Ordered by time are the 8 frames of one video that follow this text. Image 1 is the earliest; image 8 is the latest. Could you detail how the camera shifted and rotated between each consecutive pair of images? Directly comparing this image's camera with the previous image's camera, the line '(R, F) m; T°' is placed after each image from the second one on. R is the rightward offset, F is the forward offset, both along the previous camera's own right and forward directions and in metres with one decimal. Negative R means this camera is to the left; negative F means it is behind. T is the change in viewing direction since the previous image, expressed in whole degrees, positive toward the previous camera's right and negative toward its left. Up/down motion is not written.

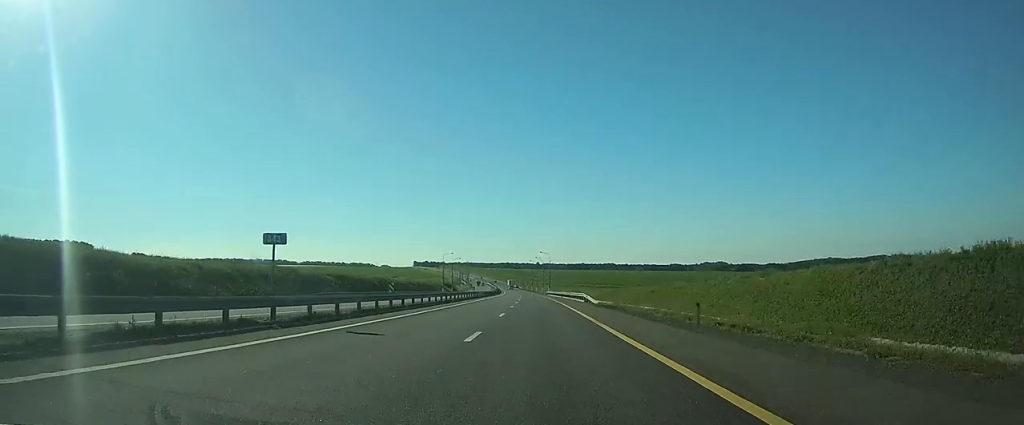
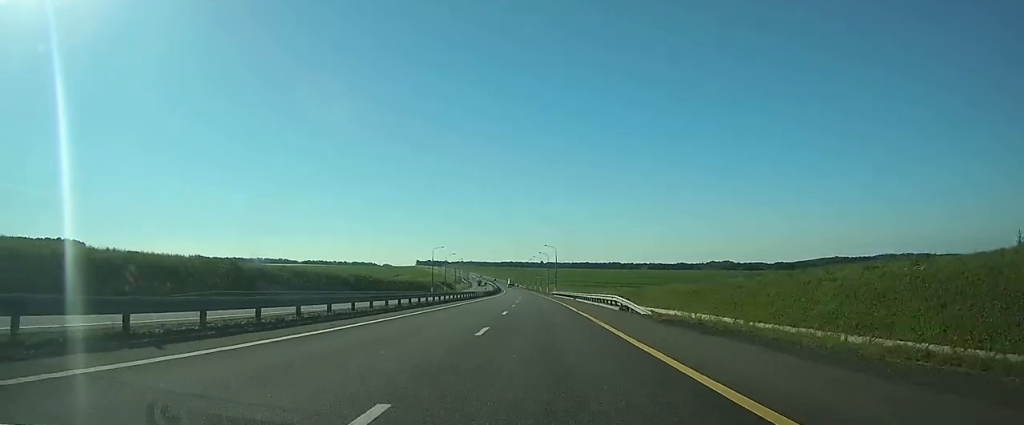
(-0.1, +22.2) m; 0°
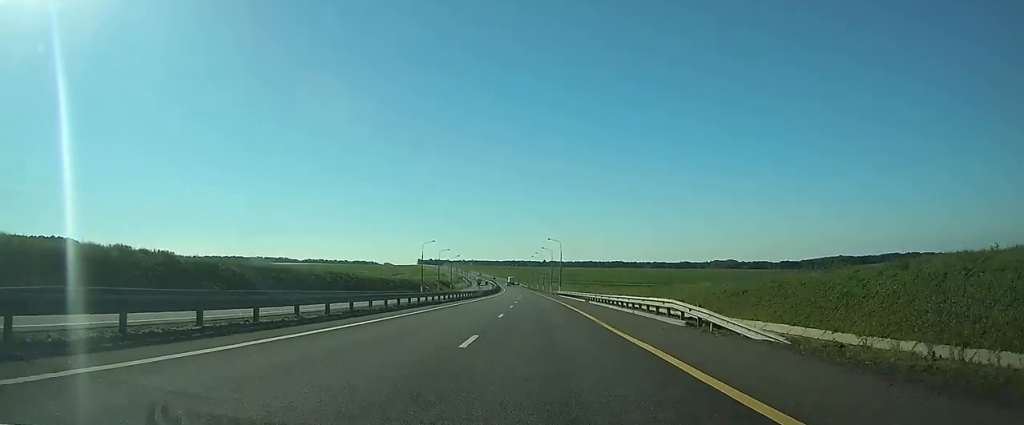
(0.0, +15.1) m; 0°
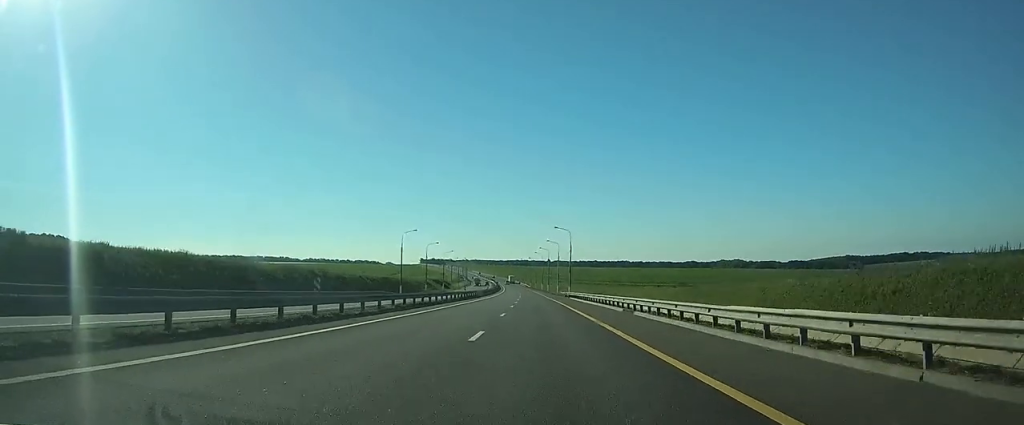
(-0.1, +22.2) m; 0°
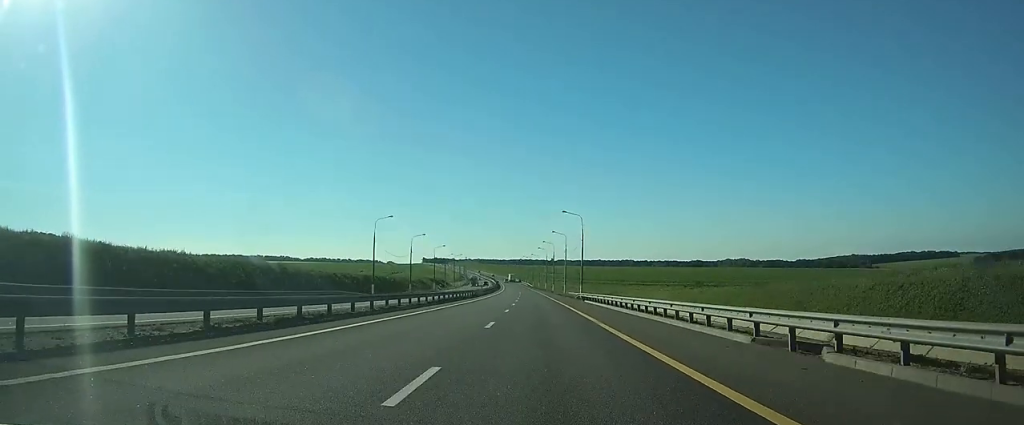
(-0.1, +19.3) m; 0°
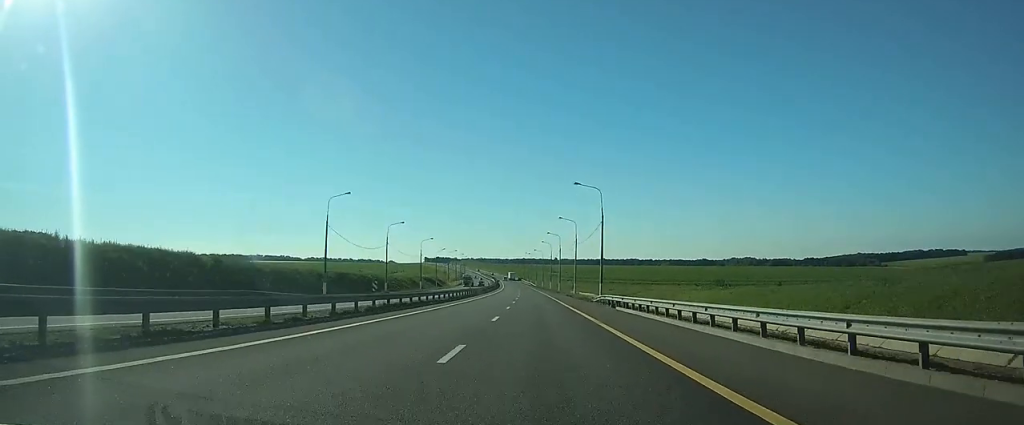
(-0.1, +20.3) m; 0°
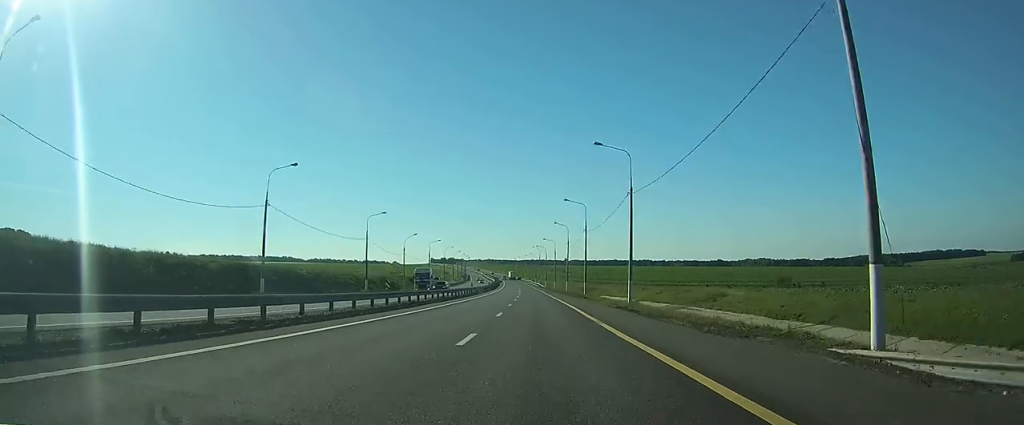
(-0.2, +44.8) m; -1°
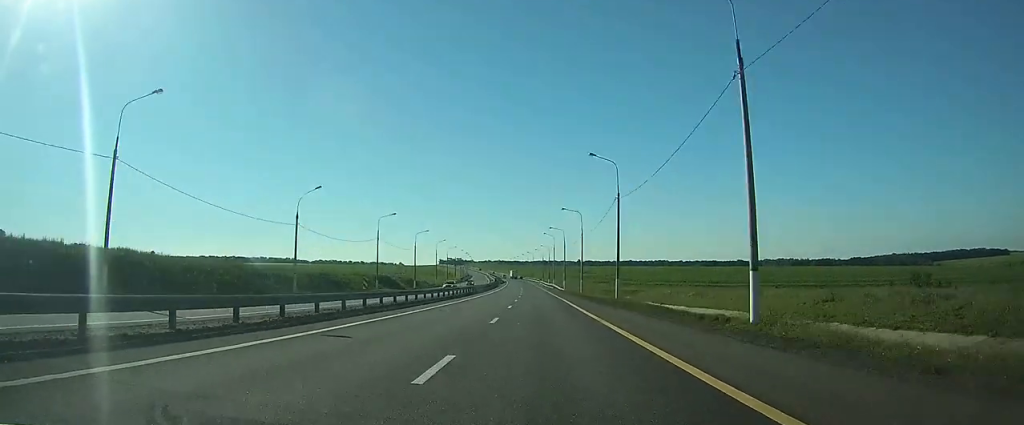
(-0.7, +52.2) m; -1°
